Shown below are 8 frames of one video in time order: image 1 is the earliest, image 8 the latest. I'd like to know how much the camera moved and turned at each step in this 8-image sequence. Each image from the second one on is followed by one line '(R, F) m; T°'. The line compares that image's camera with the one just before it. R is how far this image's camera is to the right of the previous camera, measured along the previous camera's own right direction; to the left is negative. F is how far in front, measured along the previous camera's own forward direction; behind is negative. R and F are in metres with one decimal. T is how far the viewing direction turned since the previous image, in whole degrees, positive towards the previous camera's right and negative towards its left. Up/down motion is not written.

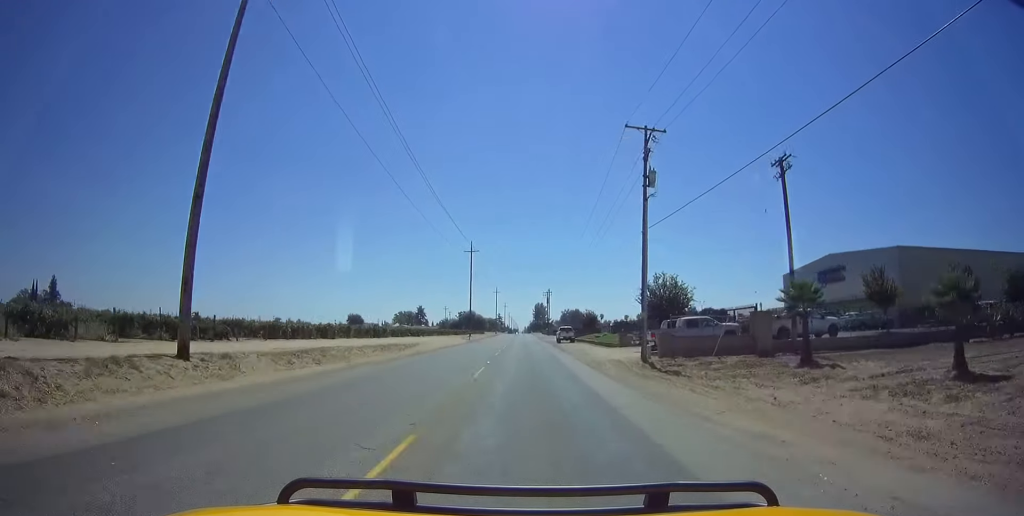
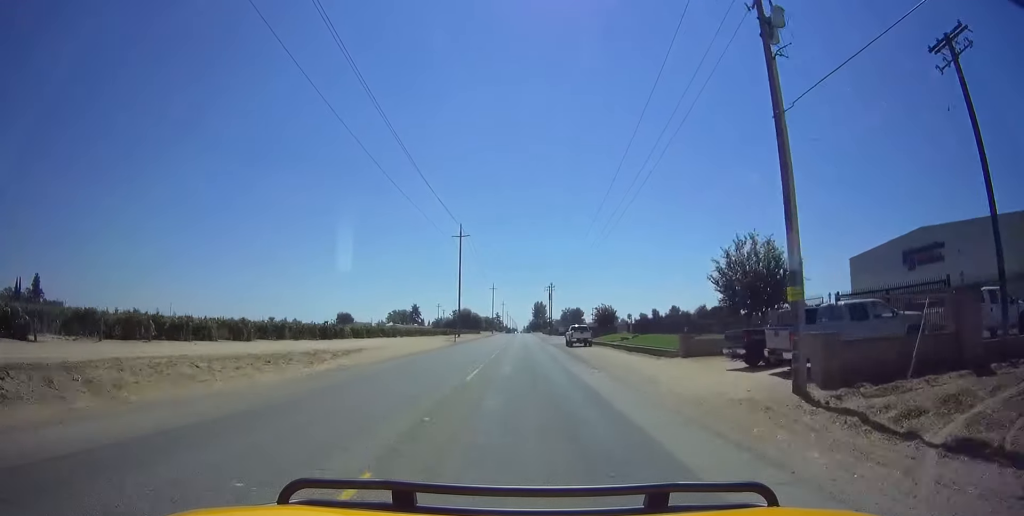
(0.0, +16.5) m; 0°
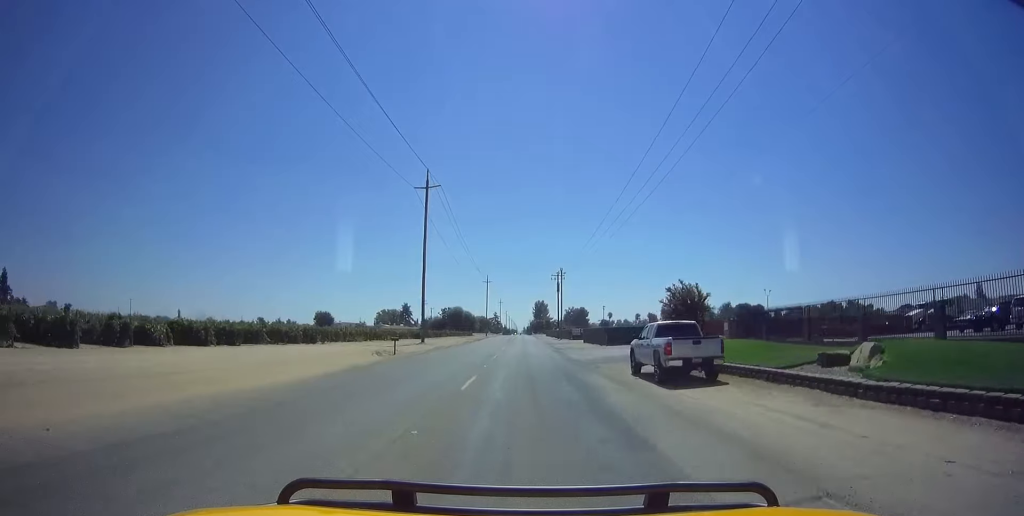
(0.0, +31.2) m; 0°
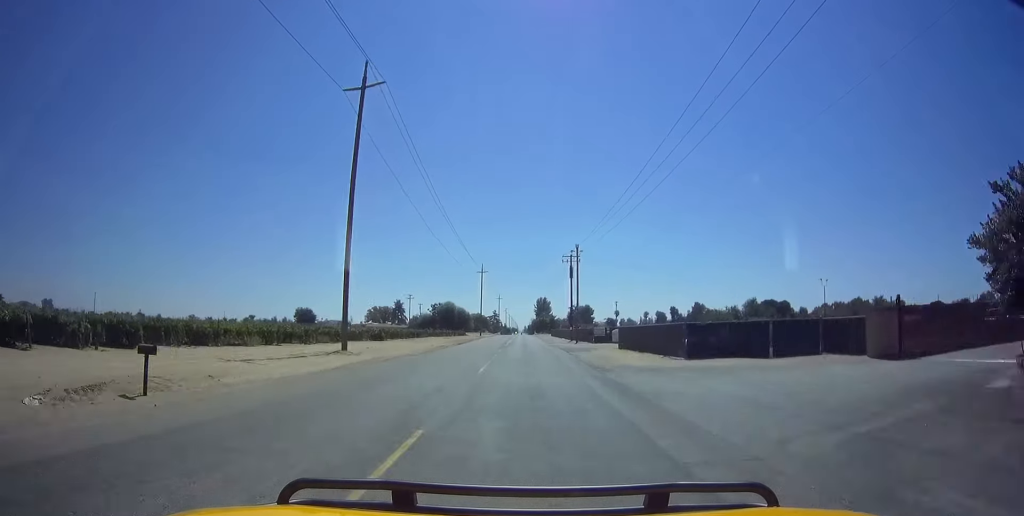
(0.0, +24.5) m; 0°
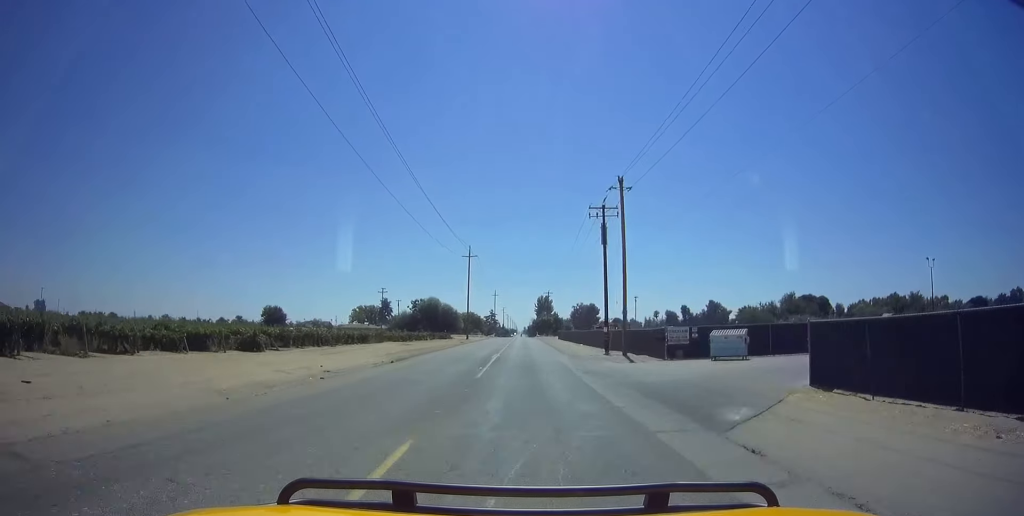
(0.0, +30.3) m; 0°
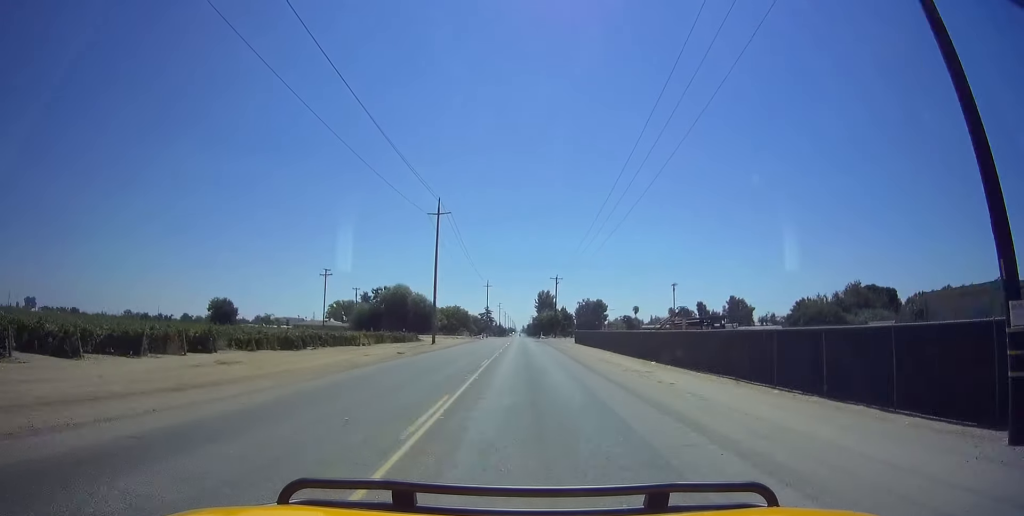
(0.0, +37.1) m; 0°
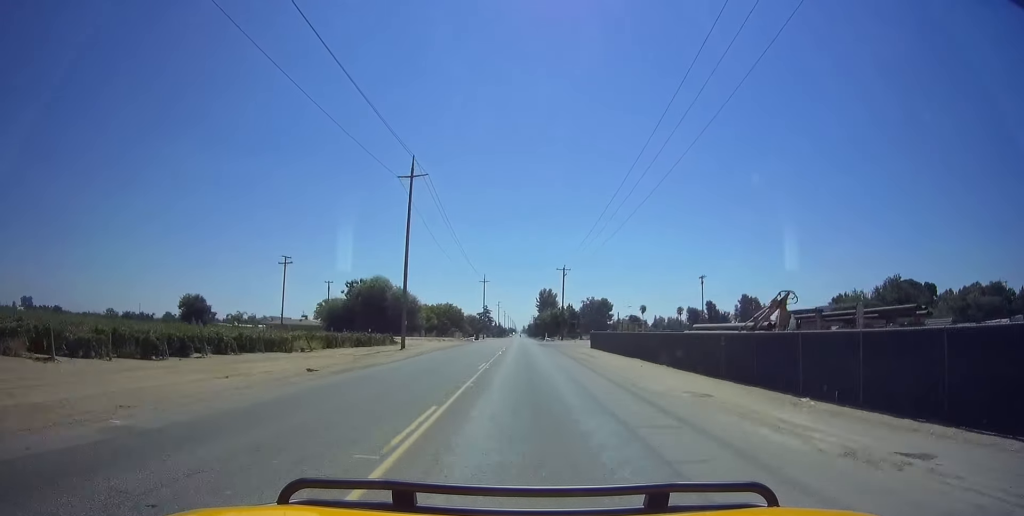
(0.0, +16.6) m; 0°
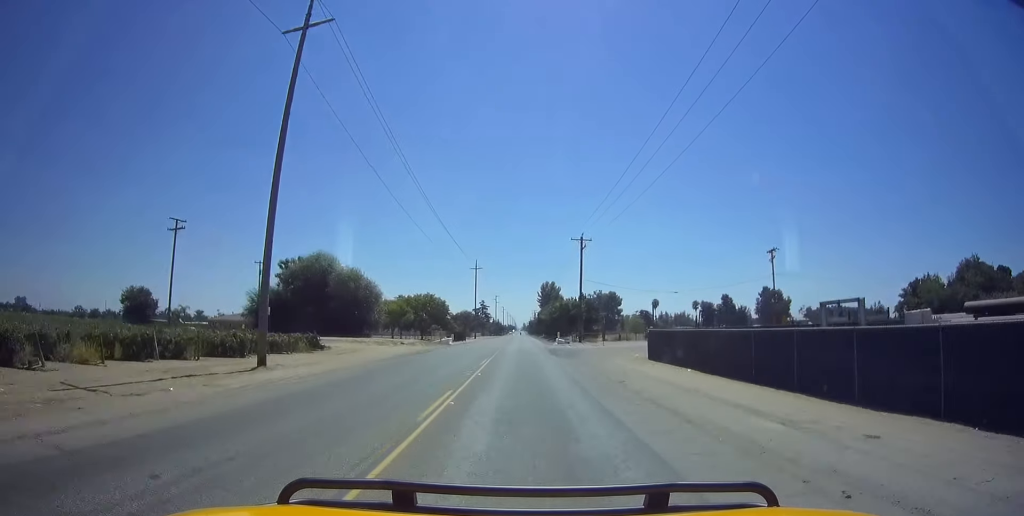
(0.0, +26.4) m; 0°
